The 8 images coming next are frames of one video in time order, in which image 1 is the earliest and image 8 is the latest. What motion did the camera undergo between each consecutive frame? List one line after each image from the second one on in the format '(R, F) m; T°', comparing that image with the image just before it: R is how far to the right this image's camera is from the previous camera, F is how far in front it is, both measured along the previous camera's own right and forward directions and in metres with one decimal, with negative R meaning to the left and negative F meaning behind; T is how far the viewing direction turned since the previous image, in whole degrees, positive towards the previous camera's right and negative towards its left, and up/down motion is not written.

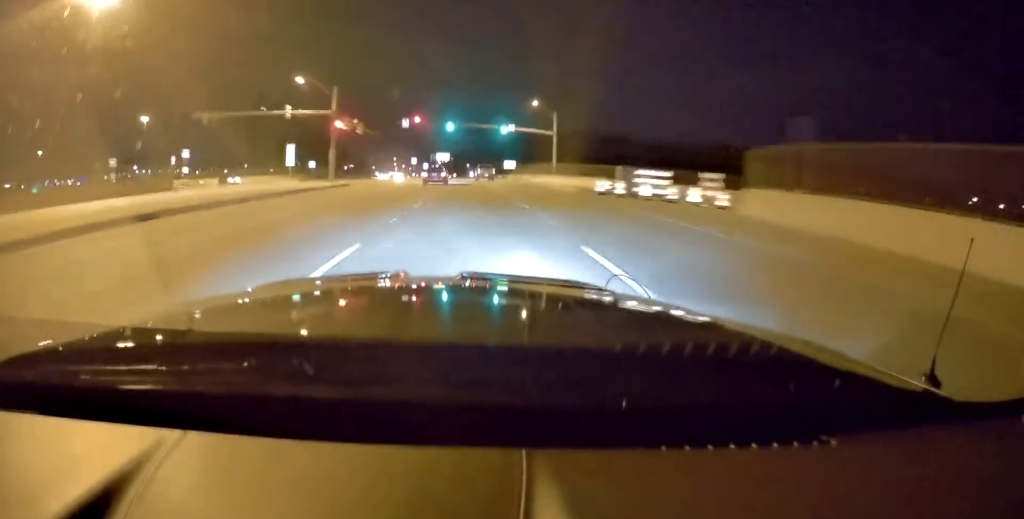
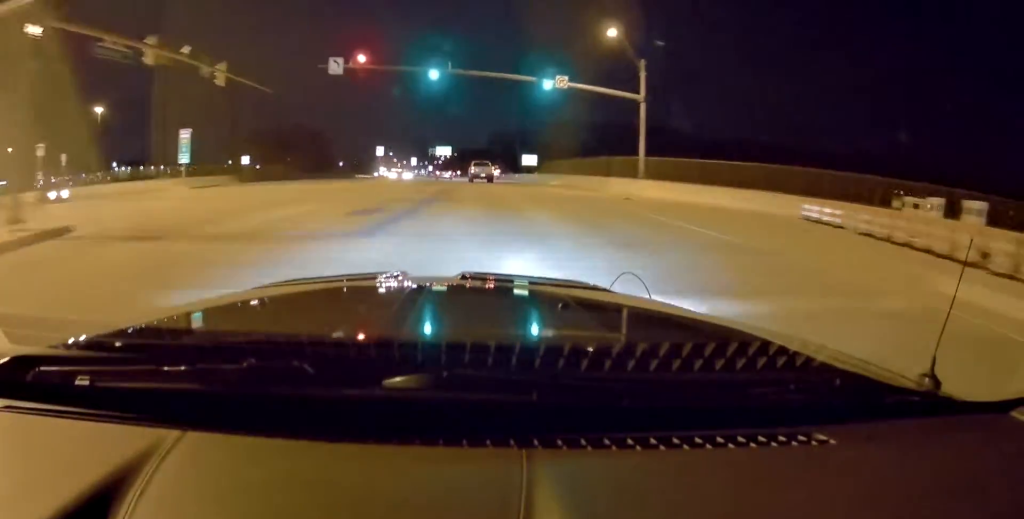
(-0.6, +42.2) m; -1°
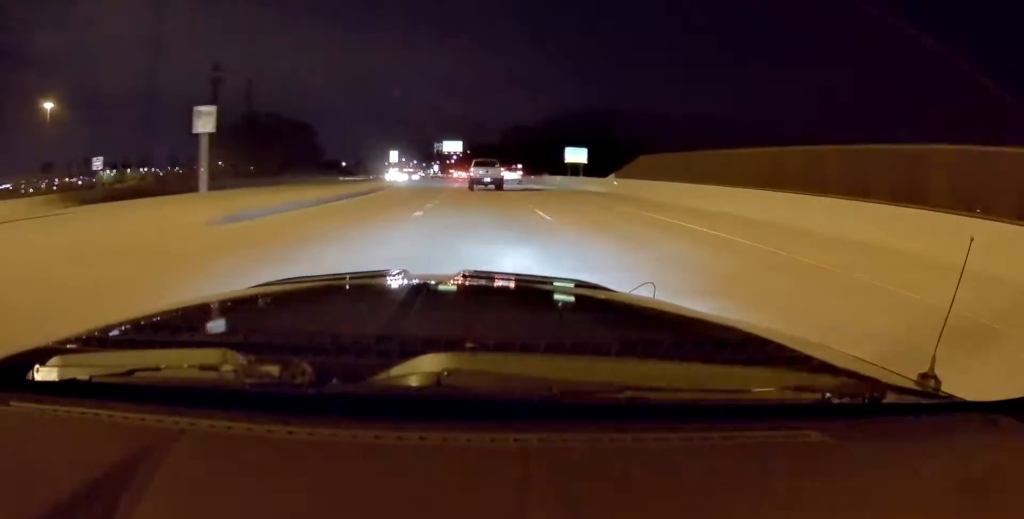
(-0.4, +46.0) m; -1°
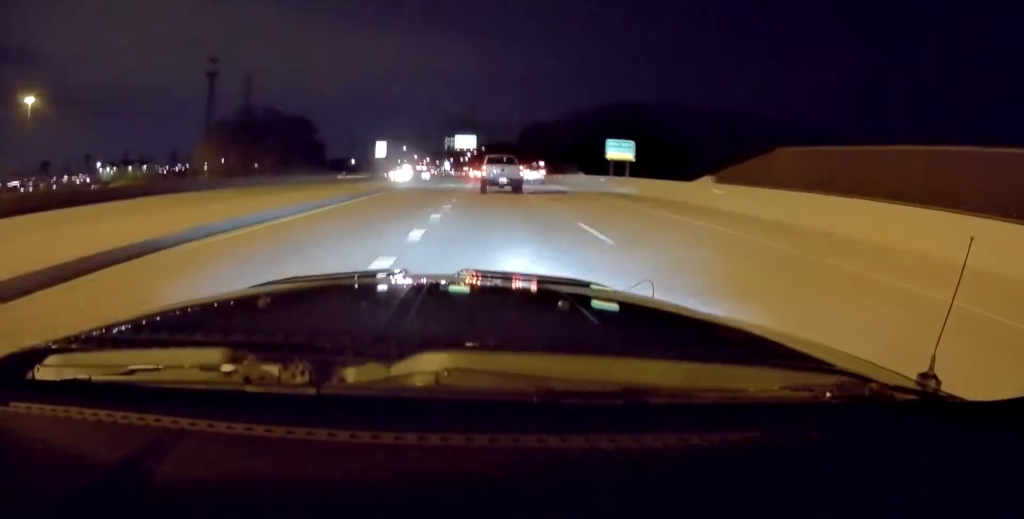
(-0.1, +20.1) m; 0°
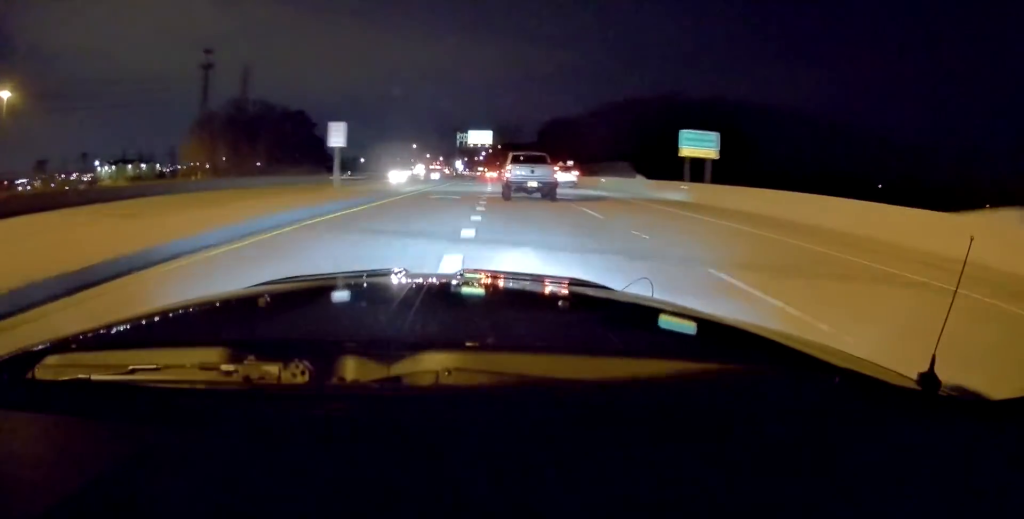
(0.0, +20.2) m; -1°
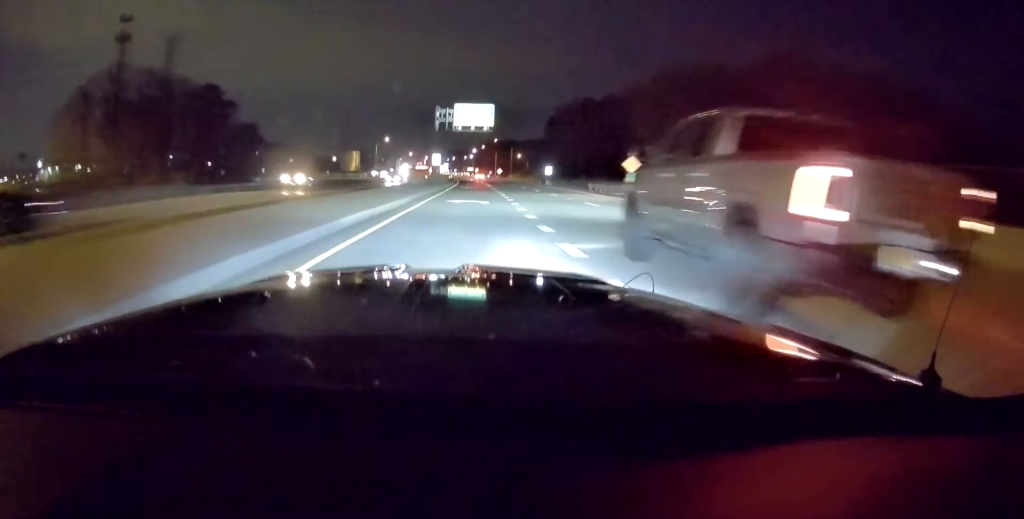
(-1.2, +54.3) m; -2°
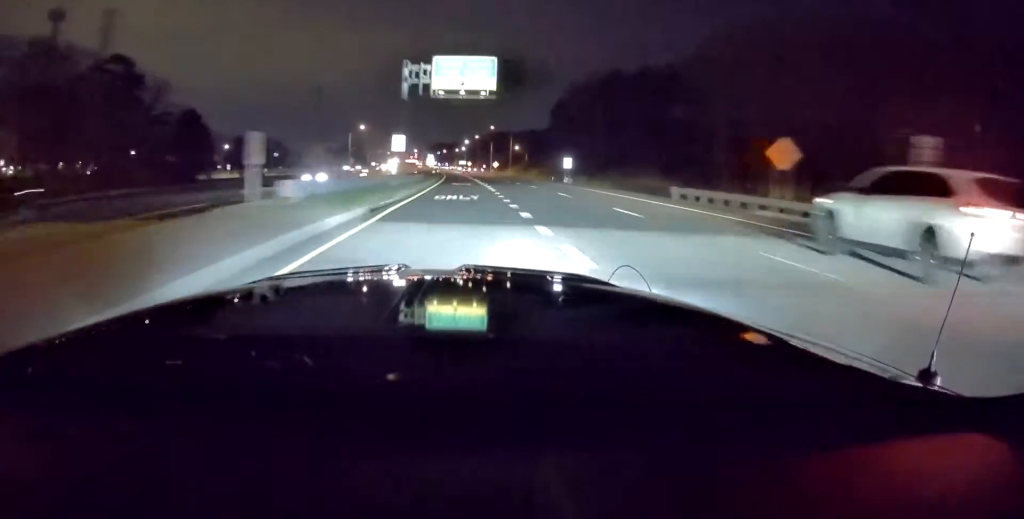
(-0.2, +27.4) m; 0°
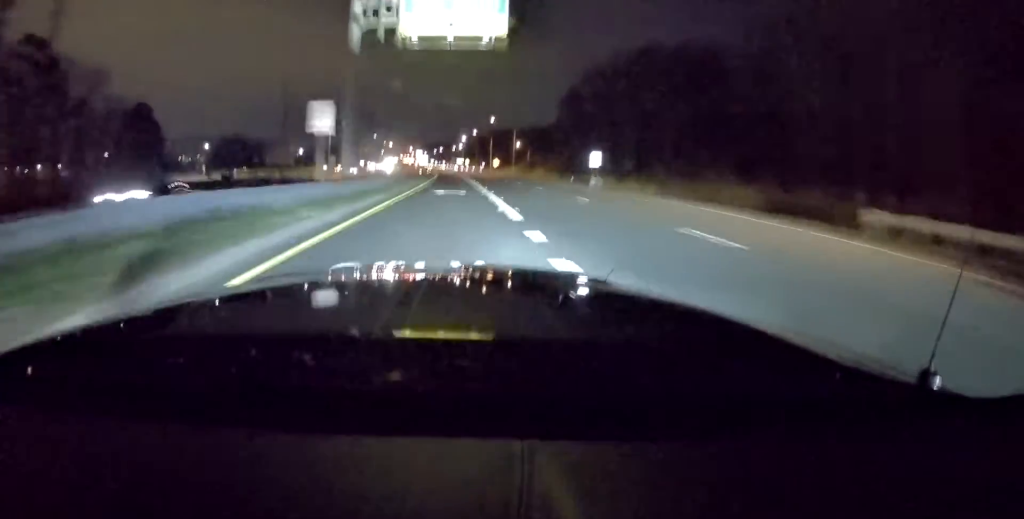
(-0.1, +17.9) m; 0°
